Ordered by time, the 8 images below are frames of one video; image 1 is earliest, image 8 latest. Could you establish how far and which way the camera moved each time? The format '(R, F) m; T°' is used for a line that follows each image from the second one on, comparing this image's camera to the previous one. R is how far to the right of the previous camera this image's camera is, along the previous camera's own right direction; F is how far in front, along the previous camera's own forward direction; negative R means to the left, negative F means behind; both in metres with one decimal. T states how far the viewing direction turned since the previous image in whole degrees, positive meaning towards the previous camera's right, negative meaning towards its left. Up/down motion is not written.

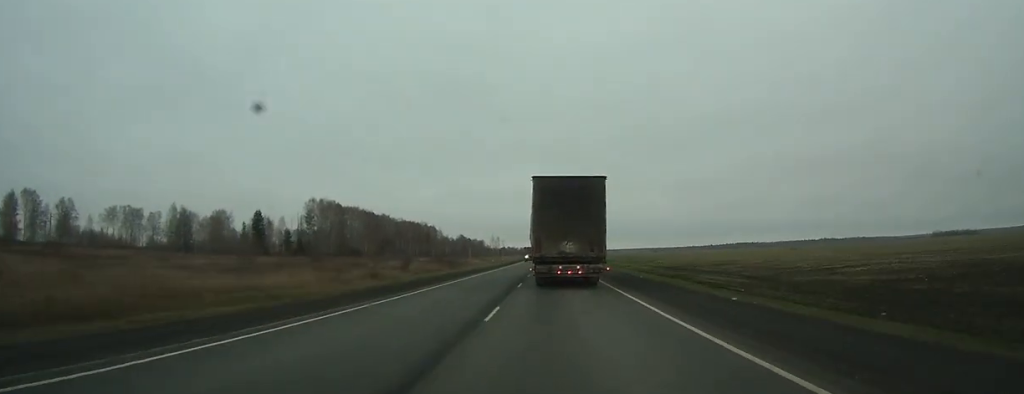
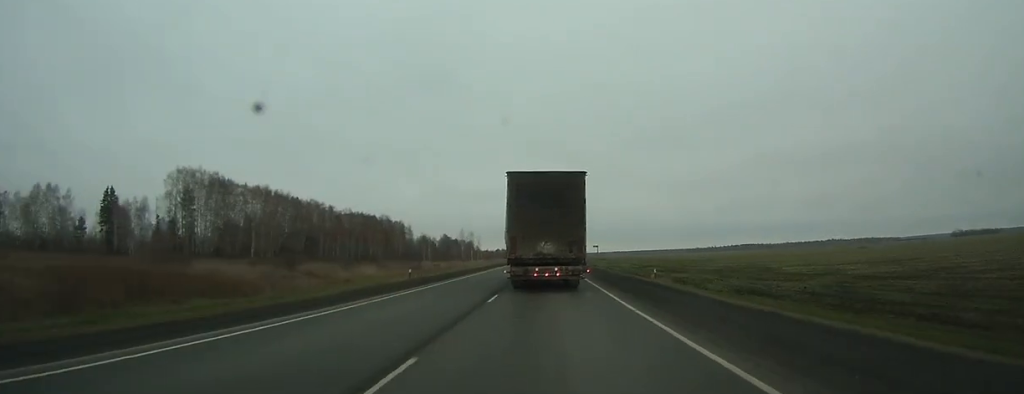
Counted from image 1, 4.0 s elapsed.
(-0.1, +91.6) m; 0°
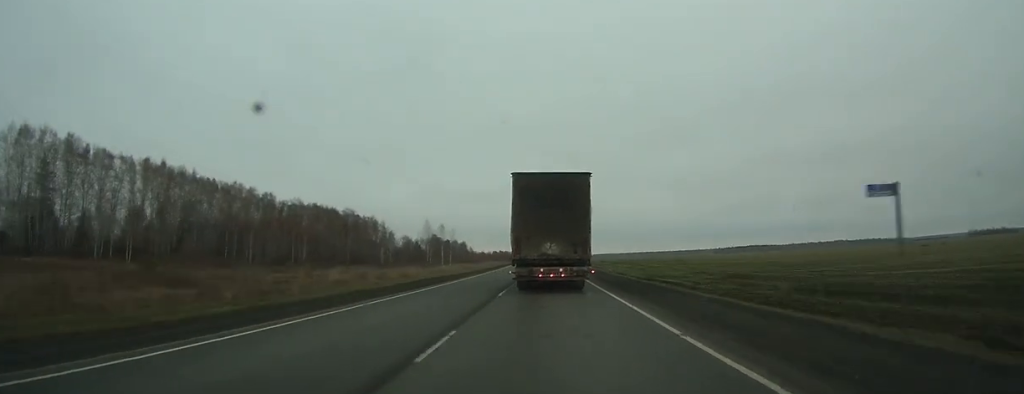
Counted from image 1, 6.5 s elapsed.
(+0.1, +58.2) m; 0°
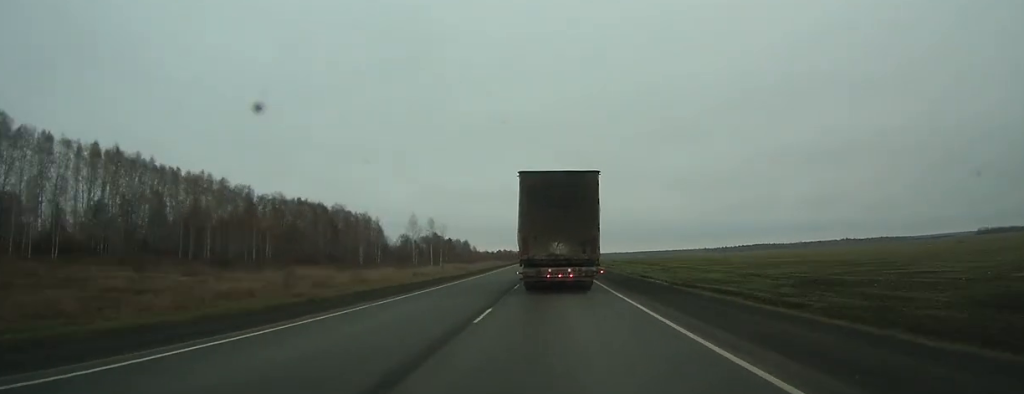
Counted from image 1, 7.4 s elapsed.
(0.0, +19.9) m; 0°
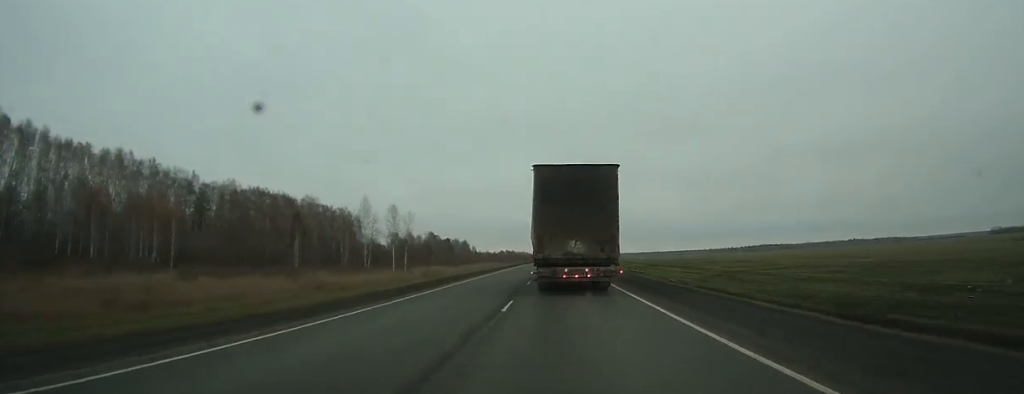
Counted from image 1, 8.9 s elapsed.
(0.0, +33.6) m; 0°
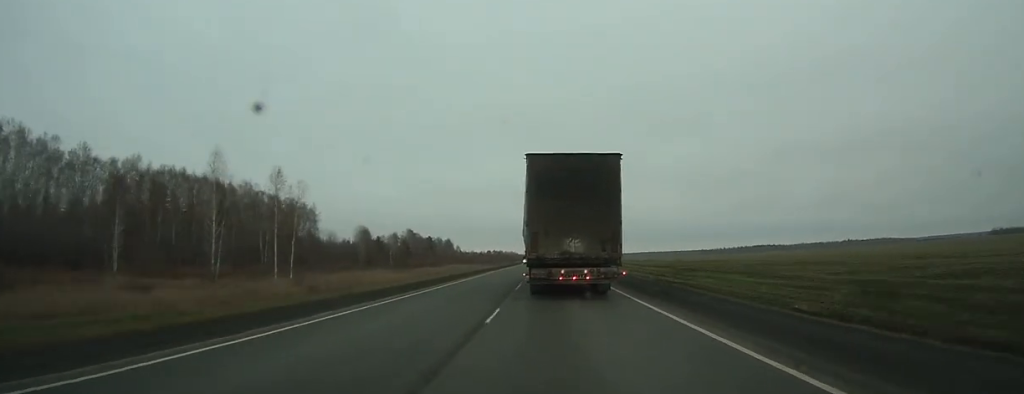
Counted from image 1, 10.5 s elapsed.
(+0.1, +37.9) m; 0°
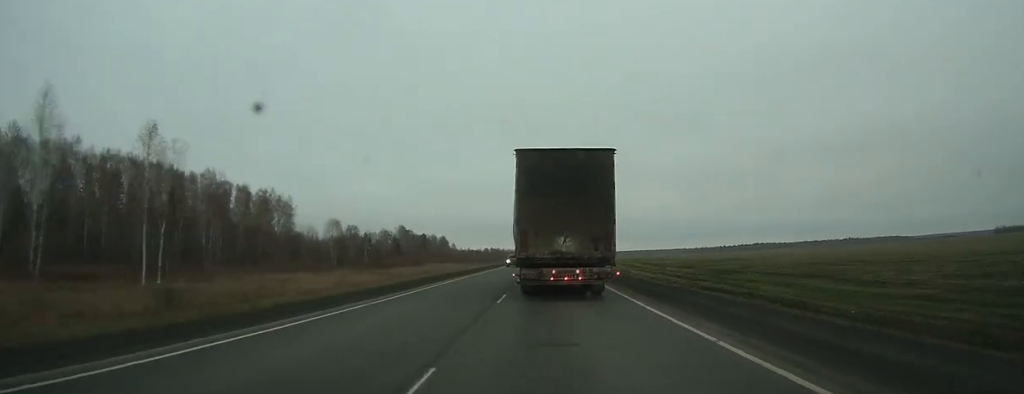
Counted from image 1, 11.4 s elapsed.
(0.0, +19.6) m; 0°
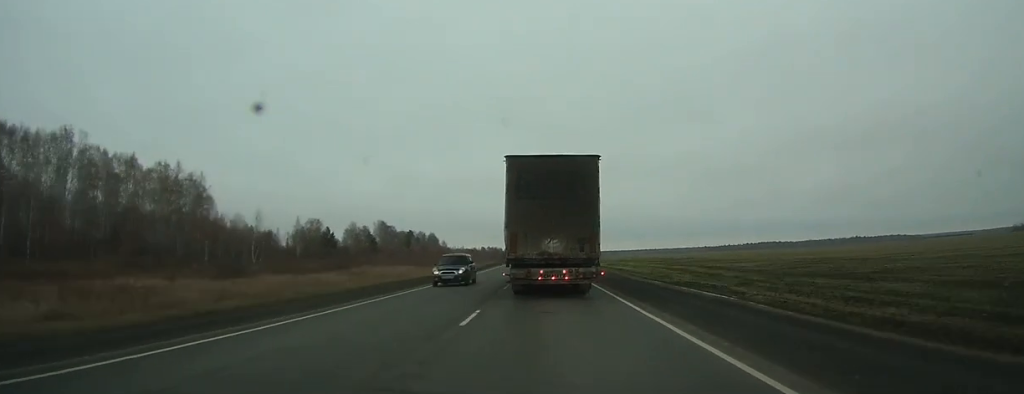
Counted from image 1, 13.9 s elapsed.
(0.0, +54.4) m; 0°
